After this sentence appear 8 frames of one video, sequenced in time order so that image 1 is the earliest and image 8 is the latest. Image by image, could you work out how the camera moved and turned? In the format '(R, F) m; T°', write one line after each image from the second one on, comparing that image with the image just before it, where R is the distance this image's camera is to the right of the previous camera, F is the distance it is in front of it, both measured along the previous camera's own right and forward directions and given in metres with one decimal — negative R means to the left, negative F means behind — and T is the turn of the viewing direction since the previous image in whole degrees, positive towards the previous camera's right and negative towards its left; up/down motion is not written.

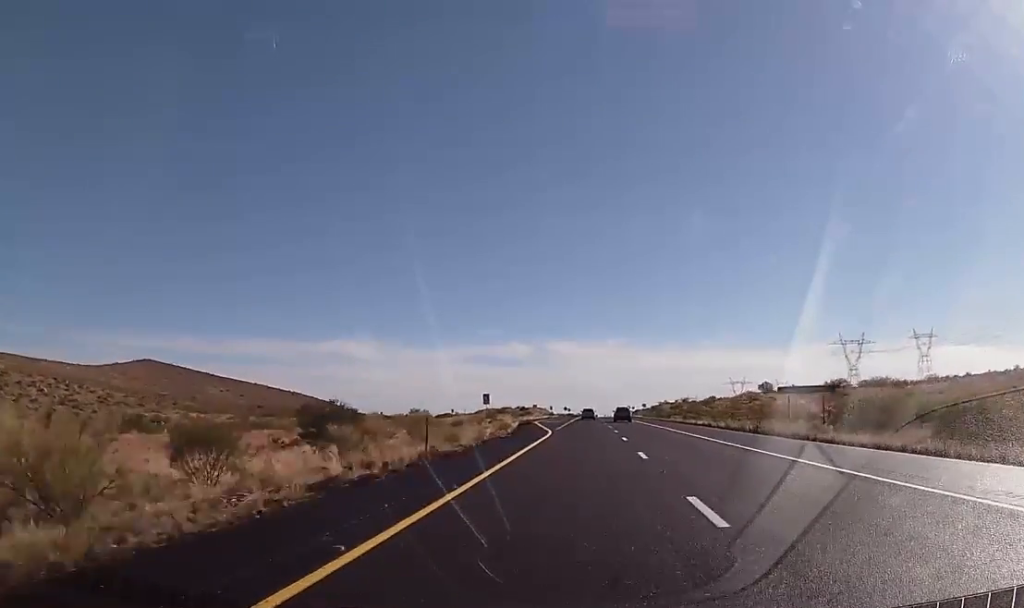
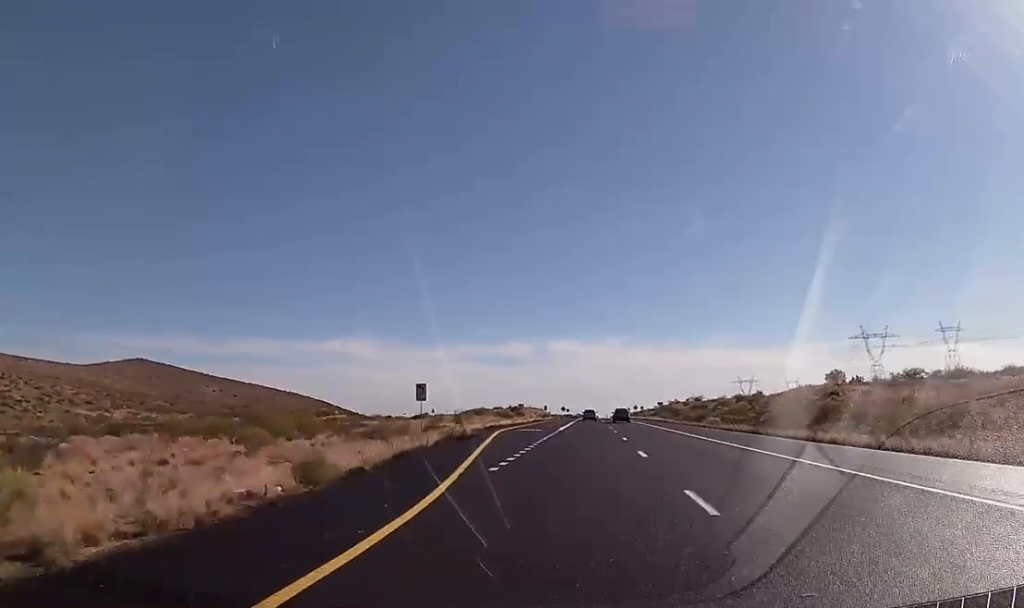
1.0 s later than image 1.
(+0.2, +35.7) m; +1°
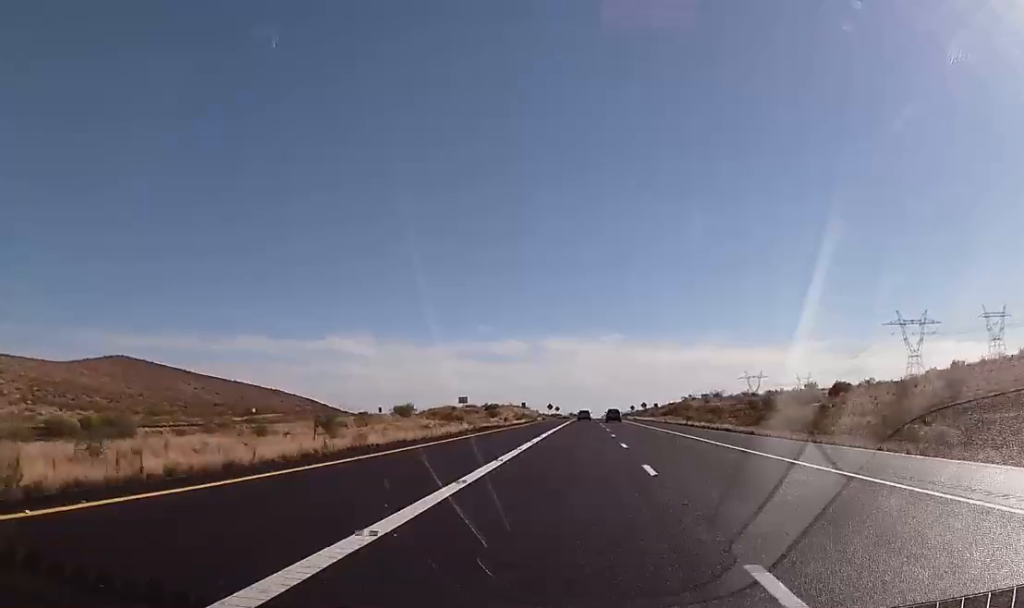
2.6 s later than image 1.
(+0.7, +54.7) m; 0°
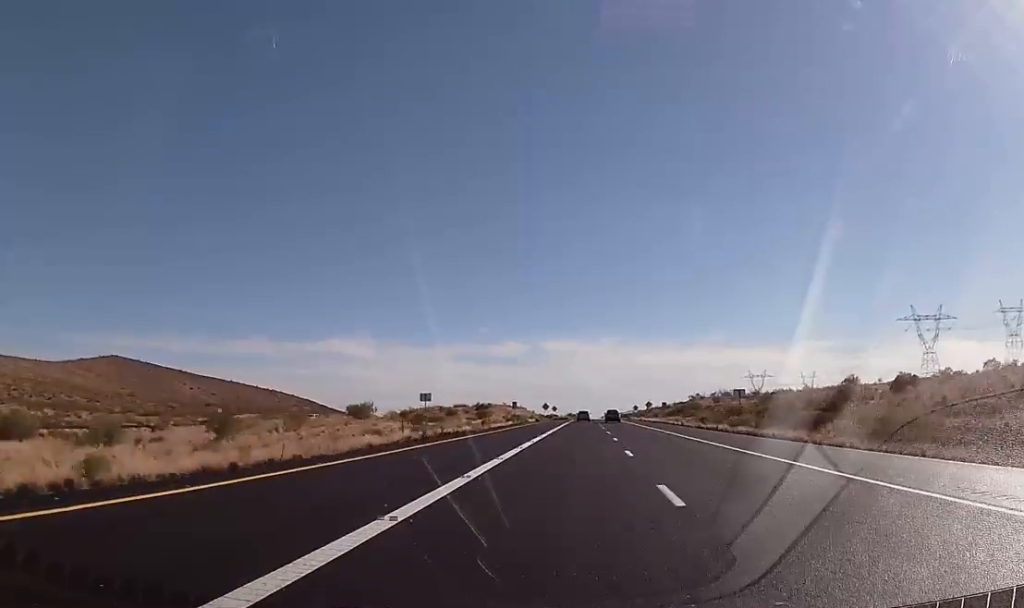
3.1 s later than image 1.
(-0.4, +17.2) m; 0°
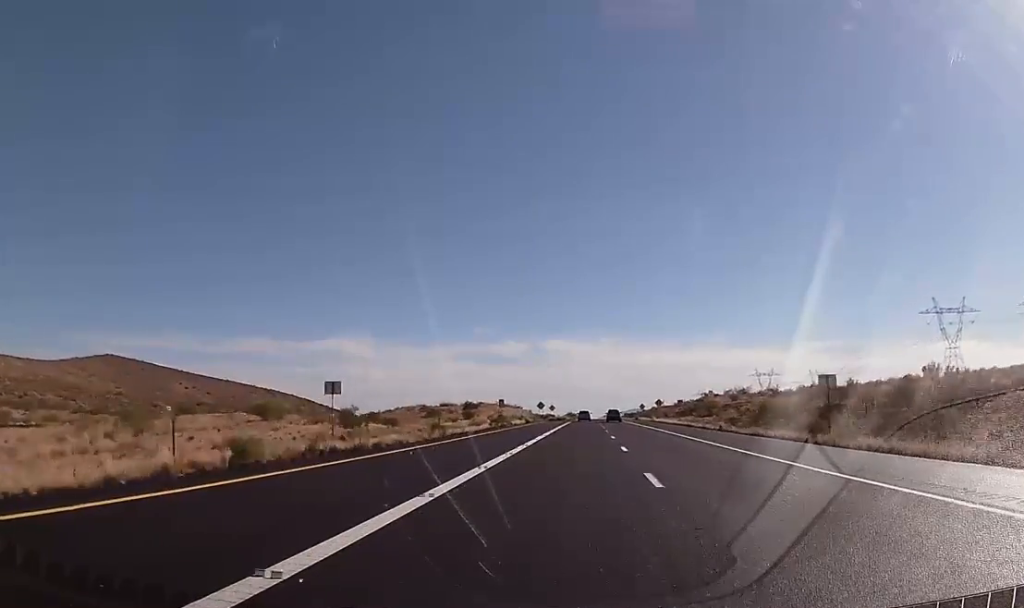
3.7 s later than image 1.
(0.0, +21.6) m; 0°
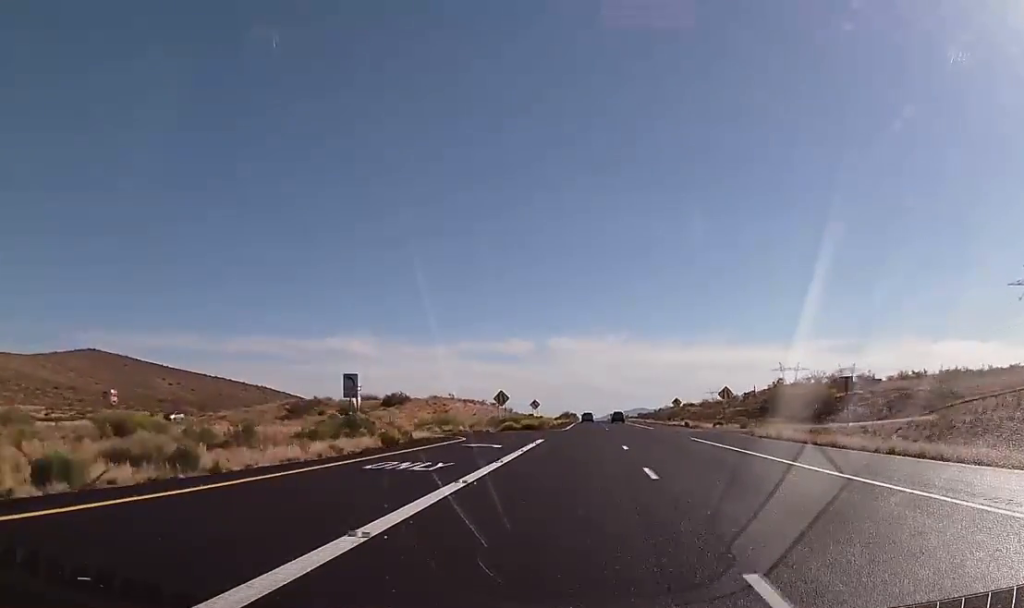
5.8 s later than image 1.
(+0.3, +71.1) m; -1°
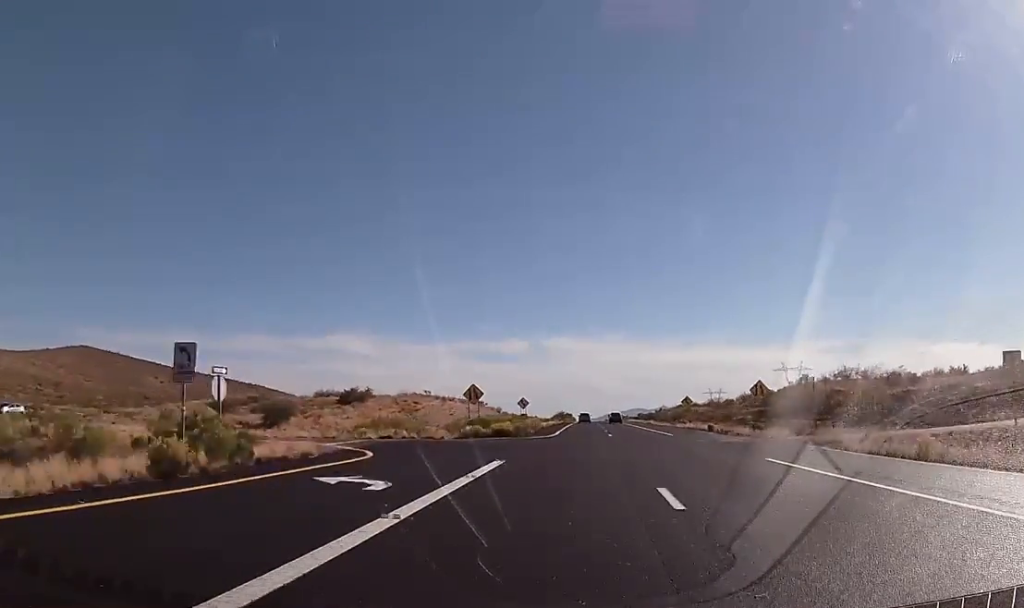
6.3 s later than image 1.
(0.0, +16.8) m; 0°
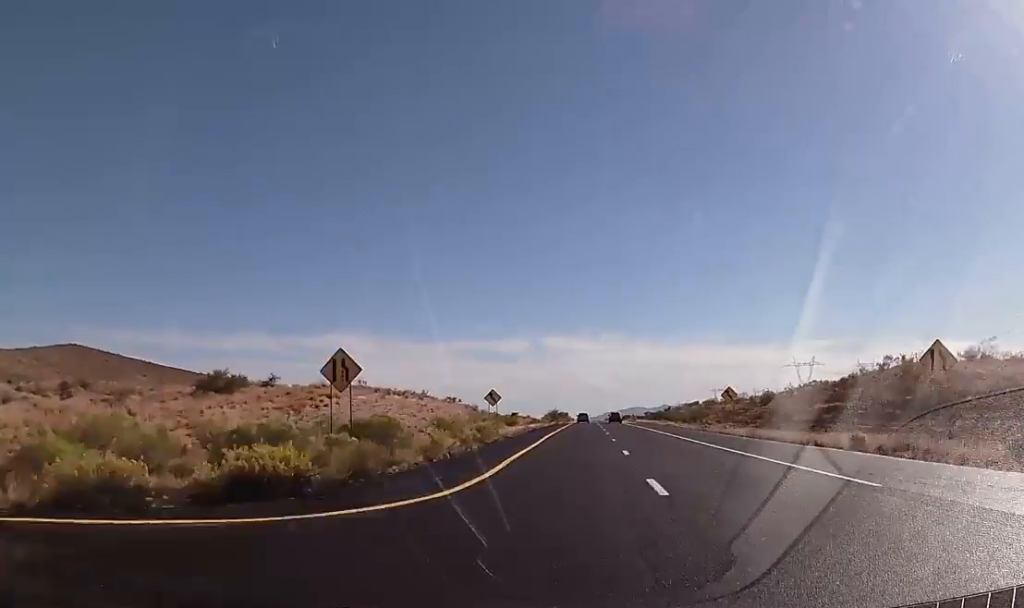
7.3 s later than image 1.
(-0.3, +32.5) m; 0°
